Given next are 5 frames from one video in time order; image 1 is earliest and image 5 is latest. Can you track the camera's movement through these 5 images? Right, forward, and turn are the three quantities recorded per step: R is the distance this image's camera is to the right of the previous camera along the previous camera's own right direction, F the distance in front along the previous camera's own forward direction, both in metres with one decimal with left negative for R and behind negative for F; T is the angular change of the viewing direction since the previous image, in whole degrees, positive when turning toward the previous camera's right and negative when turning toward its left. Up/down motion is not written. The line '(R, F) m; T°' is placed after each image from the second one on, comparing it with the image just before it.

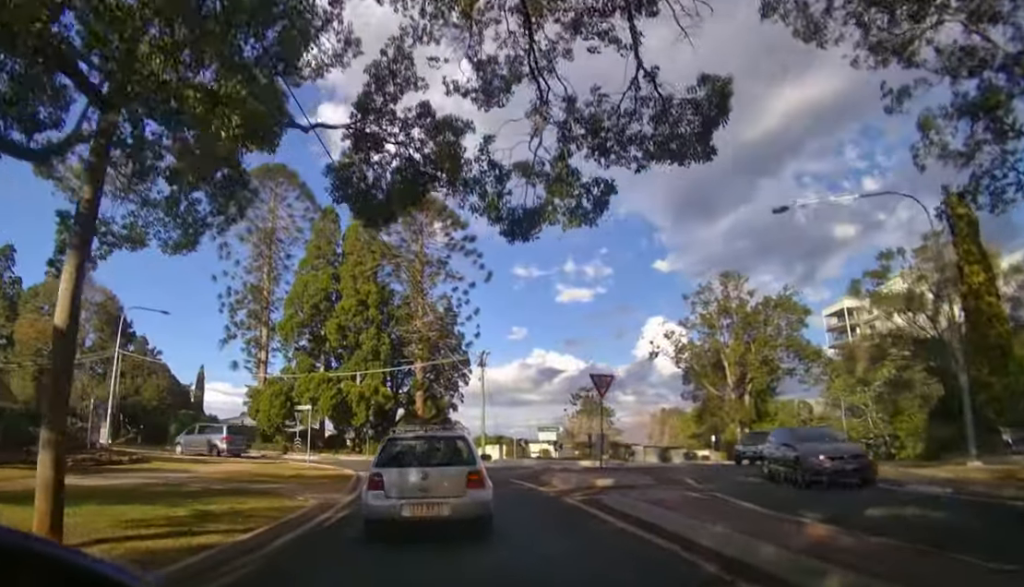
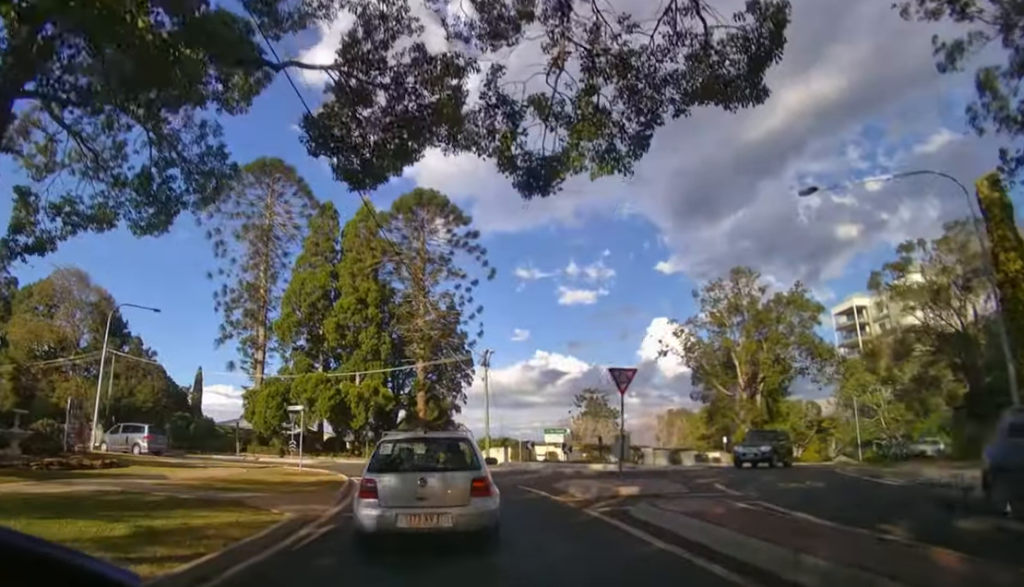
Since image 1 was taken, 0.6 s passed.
(-0.1, +2.1) m; -4°
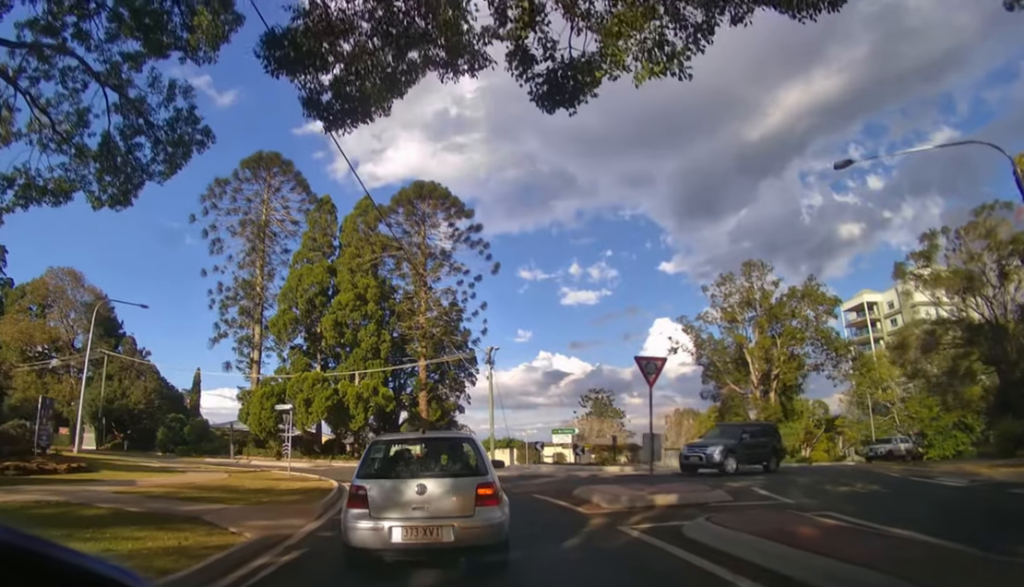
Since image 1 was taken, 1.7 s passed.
(-0.2, +2.2) m; +1°
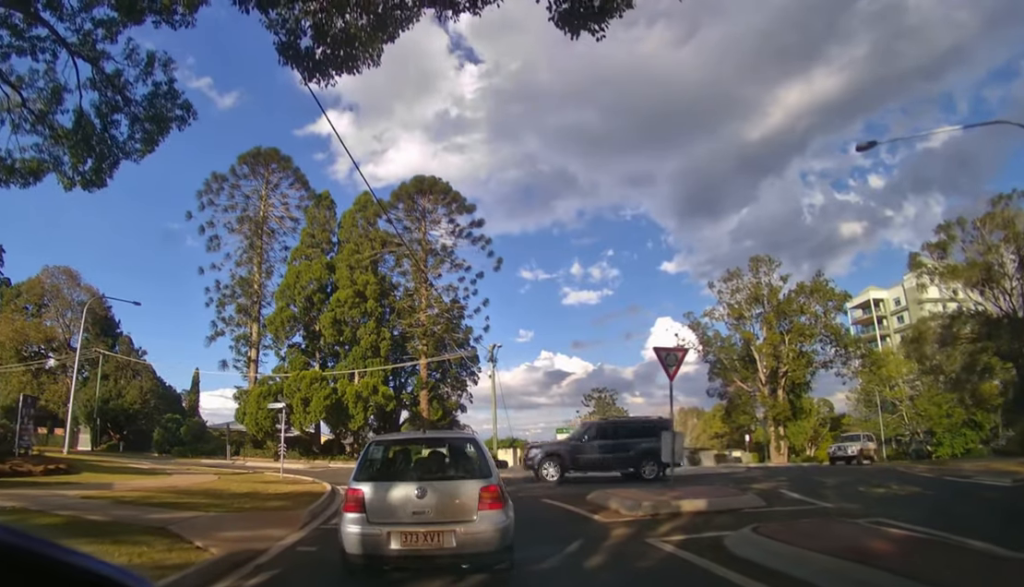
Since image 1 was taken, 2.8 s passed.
(+0.2, +1.1) m; 0°
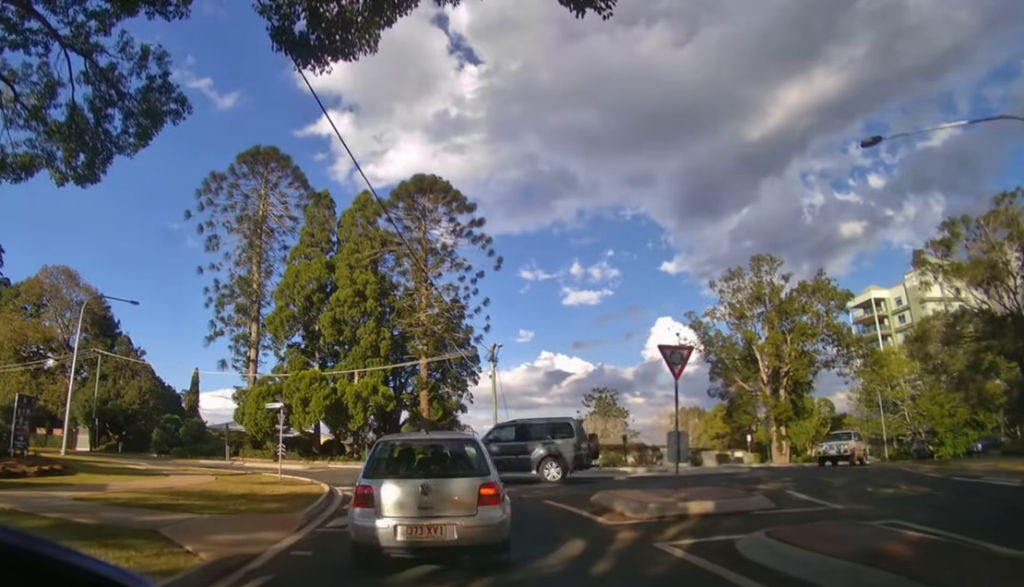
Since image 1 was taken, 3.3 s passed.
(0.0, +0.3) m; 0°
